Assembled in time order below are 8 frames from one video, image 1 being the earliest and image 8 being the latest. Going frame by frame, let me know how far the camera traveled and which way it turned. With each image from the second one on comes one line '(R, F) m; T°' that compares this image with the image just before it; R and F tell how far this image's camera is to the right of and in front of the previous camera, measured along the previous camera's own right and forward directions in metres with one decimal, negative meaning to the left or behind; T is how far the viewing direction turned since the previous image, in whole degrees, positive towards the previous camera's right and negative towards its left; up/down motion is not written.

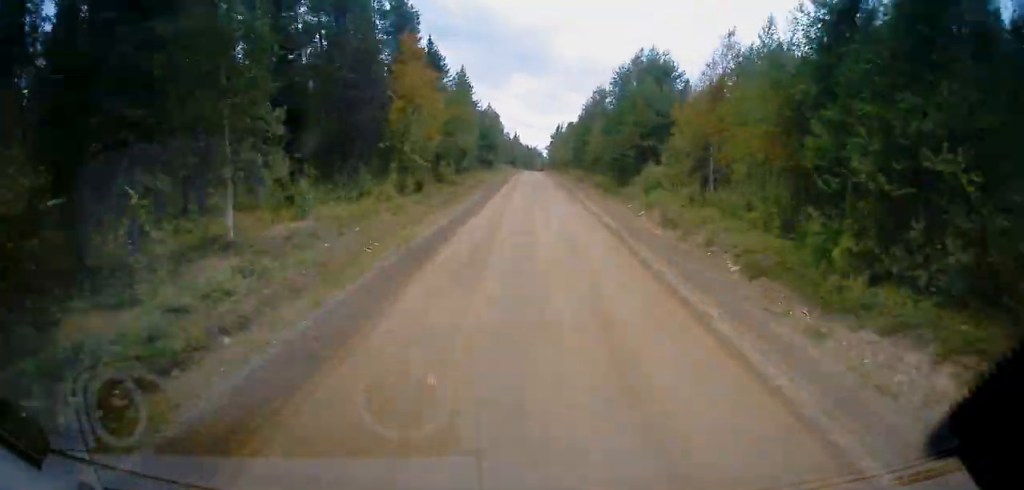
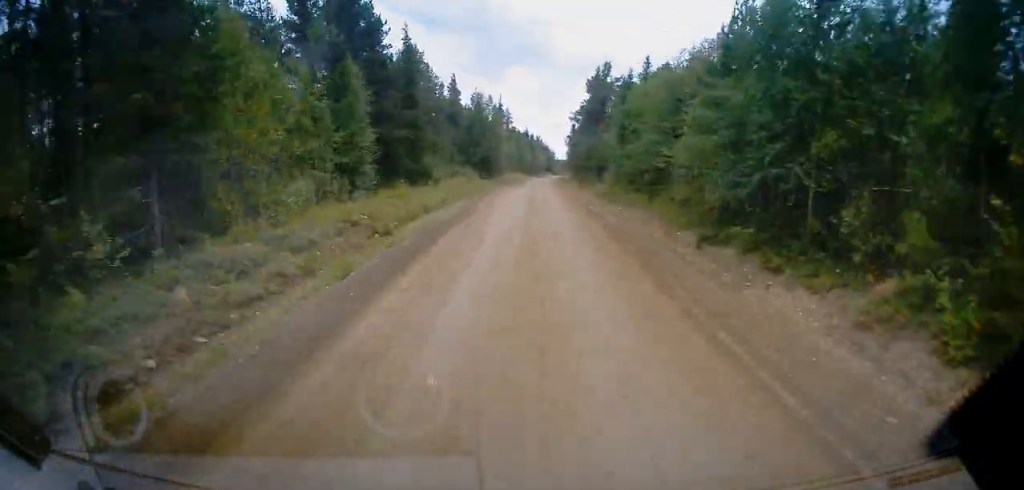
(+1.3, +118.4) m; +4°
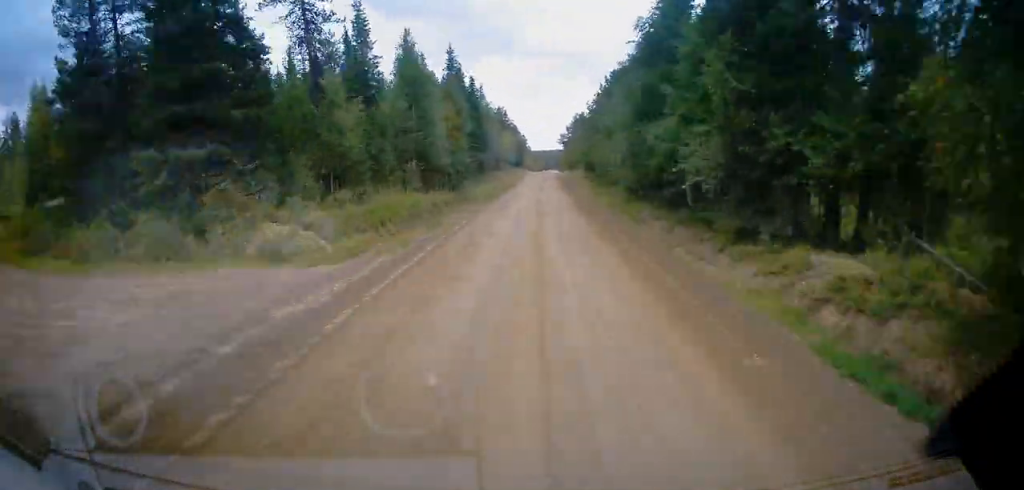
(+7.6, +110.5) m; +5°
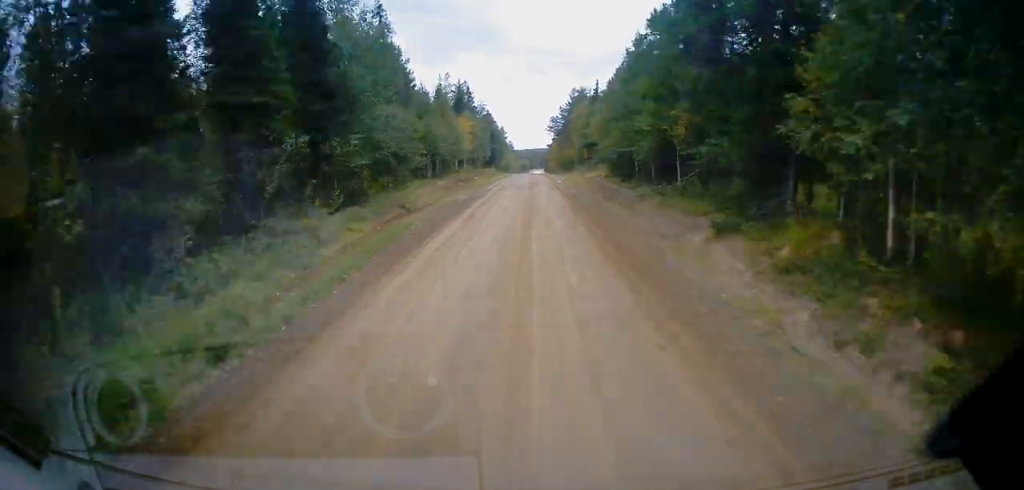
(0.0, +46.6) m; -2°
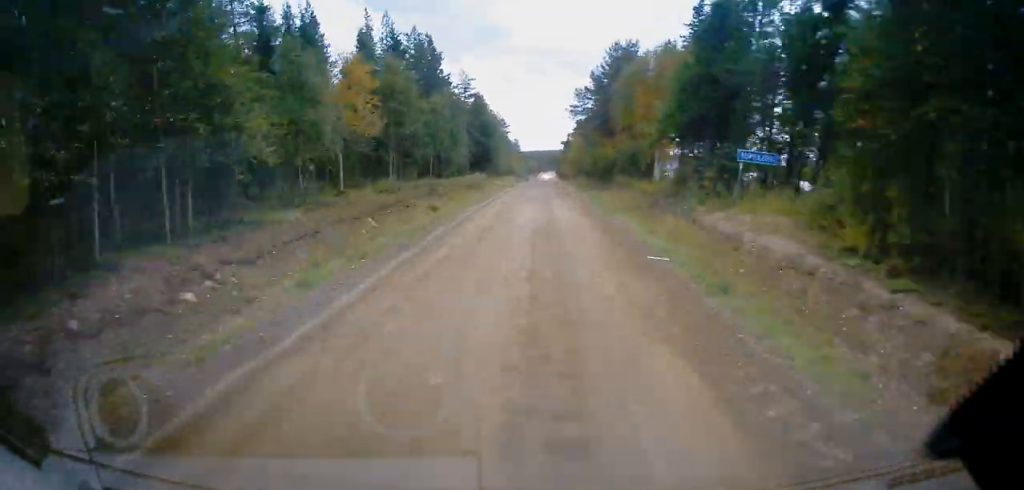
(+1.2, +42.8) m; -9°
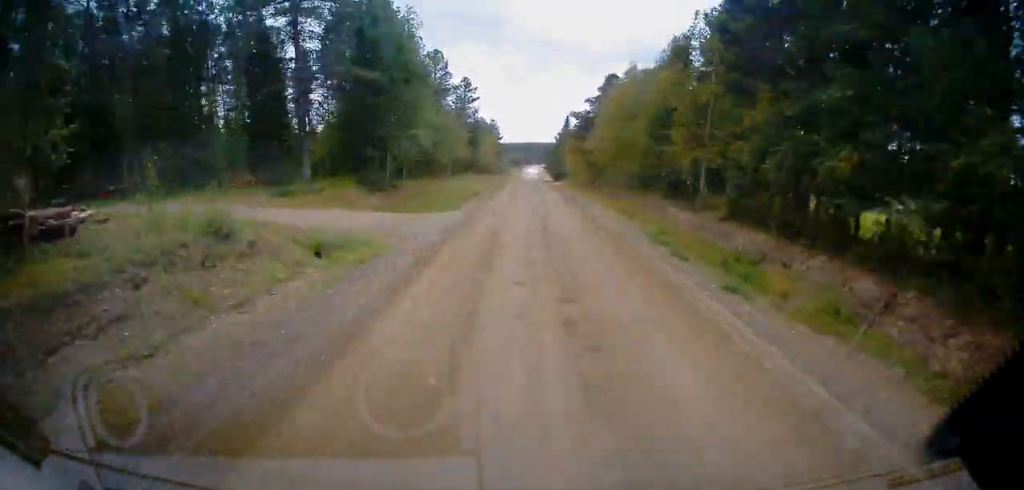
(-11.2, +54.8) m; -6°
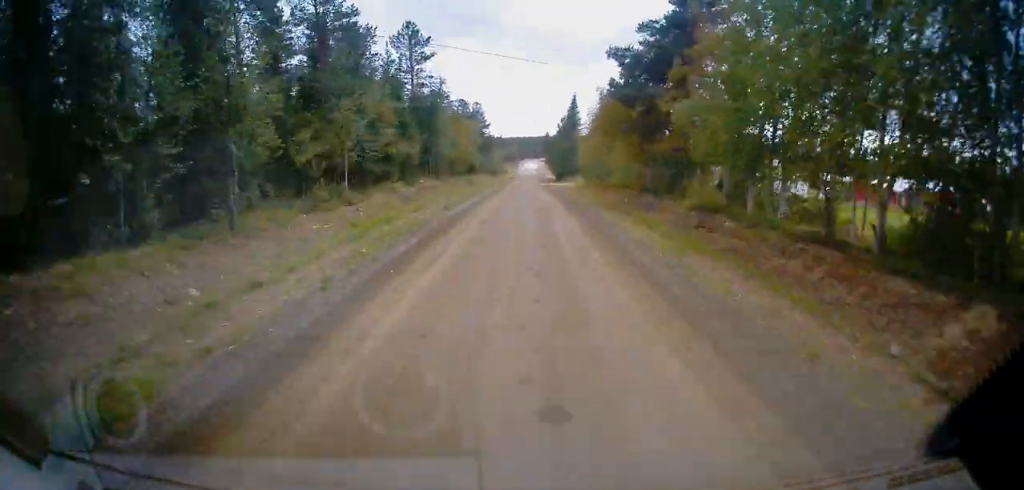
(+1.2, +31.3) m; +3°
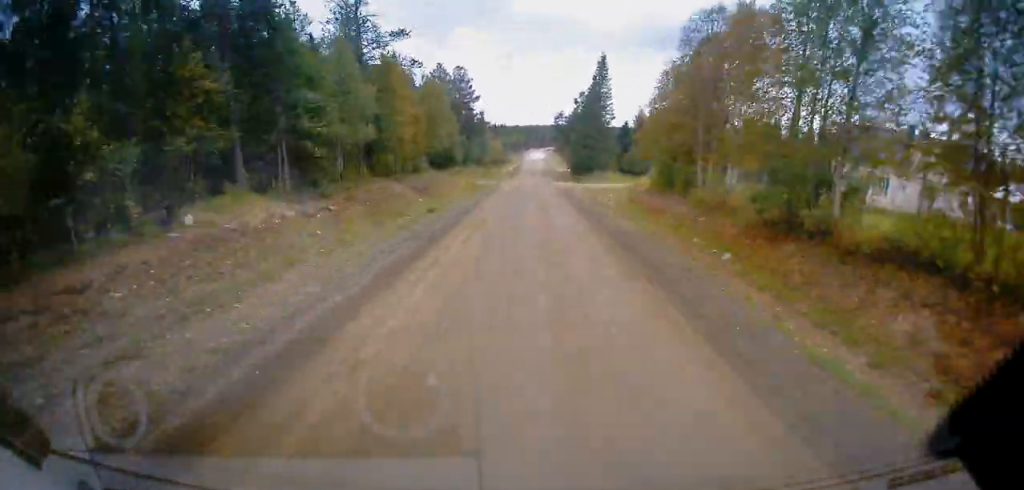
(+4.2, +31.9) m; +7°
